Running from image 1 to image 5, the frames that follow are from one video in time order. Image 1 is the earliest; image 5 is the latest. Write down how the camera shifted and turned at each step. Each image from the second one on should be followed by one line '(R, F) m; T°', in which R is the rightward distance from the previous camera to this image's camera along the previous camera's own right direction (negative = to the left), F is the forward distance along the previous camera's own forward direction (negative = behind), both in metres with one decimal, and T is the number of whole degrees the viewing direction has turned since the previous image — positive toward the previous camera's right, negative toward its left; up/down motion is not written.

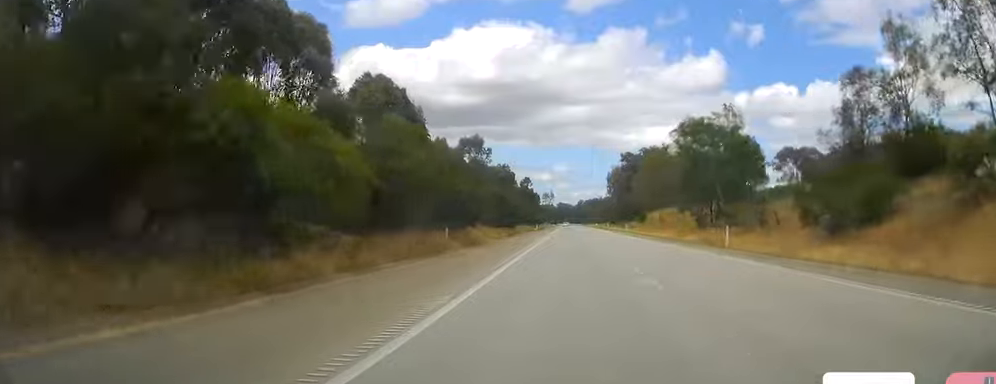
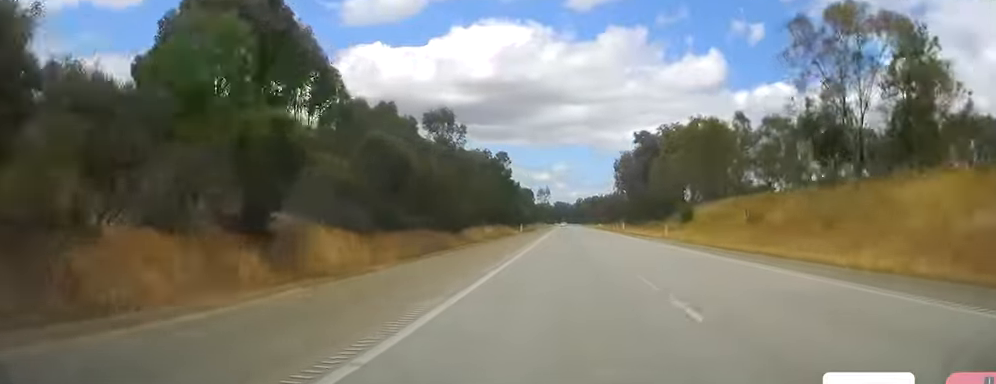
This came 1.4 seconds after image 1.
(-1.6, +40.0) m; -3°
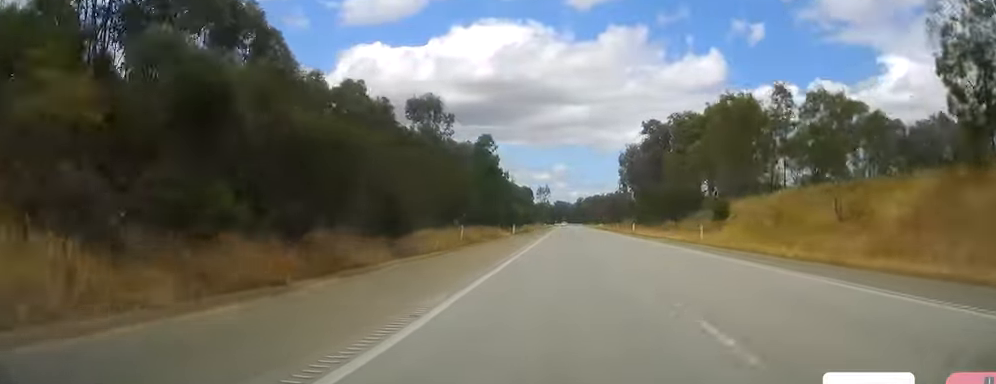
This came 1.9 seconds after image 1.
(-0.3, +14.3) m; 0°
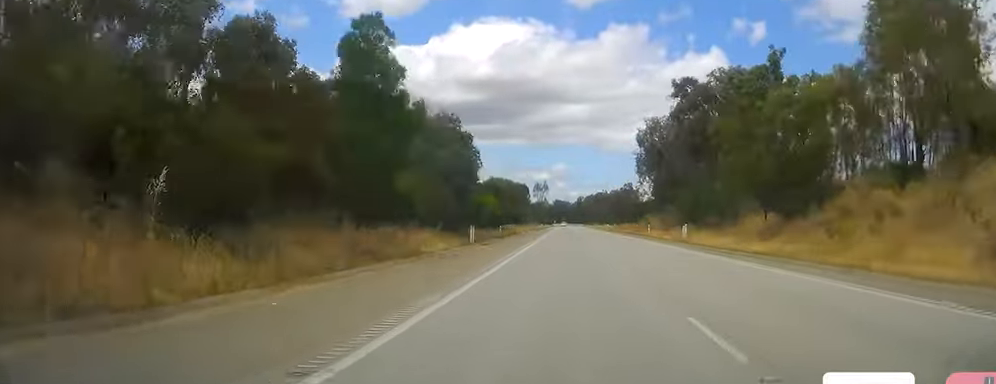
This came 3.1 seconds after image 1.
(+1.1, +35.2) m; +3°
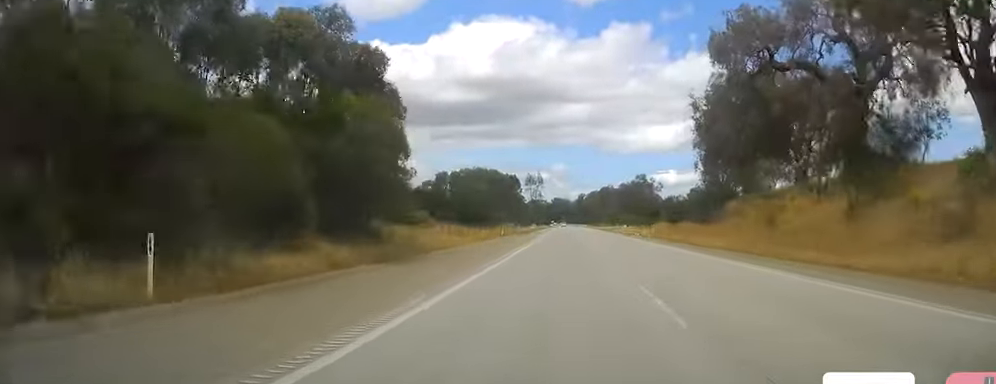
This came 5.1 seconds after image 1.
(-1.3, +55.3) m; -2°
